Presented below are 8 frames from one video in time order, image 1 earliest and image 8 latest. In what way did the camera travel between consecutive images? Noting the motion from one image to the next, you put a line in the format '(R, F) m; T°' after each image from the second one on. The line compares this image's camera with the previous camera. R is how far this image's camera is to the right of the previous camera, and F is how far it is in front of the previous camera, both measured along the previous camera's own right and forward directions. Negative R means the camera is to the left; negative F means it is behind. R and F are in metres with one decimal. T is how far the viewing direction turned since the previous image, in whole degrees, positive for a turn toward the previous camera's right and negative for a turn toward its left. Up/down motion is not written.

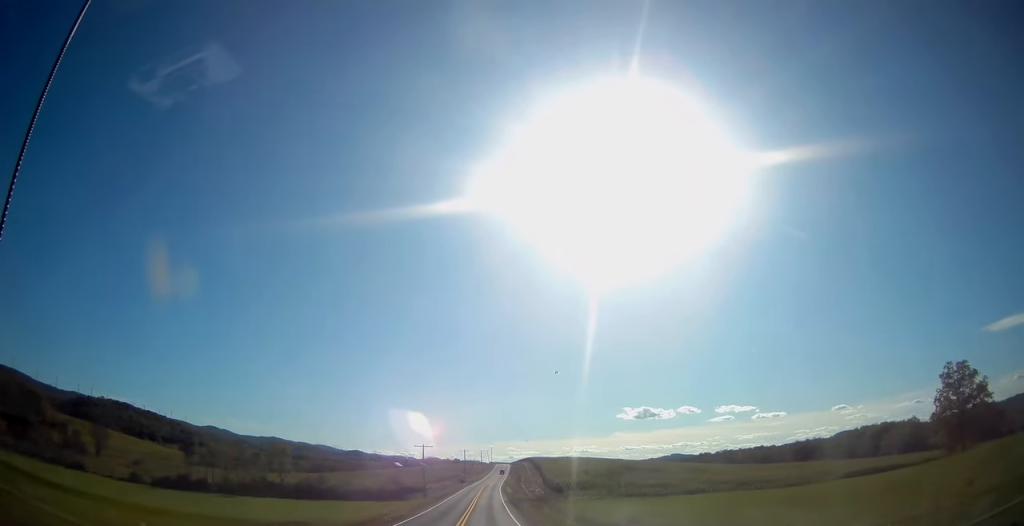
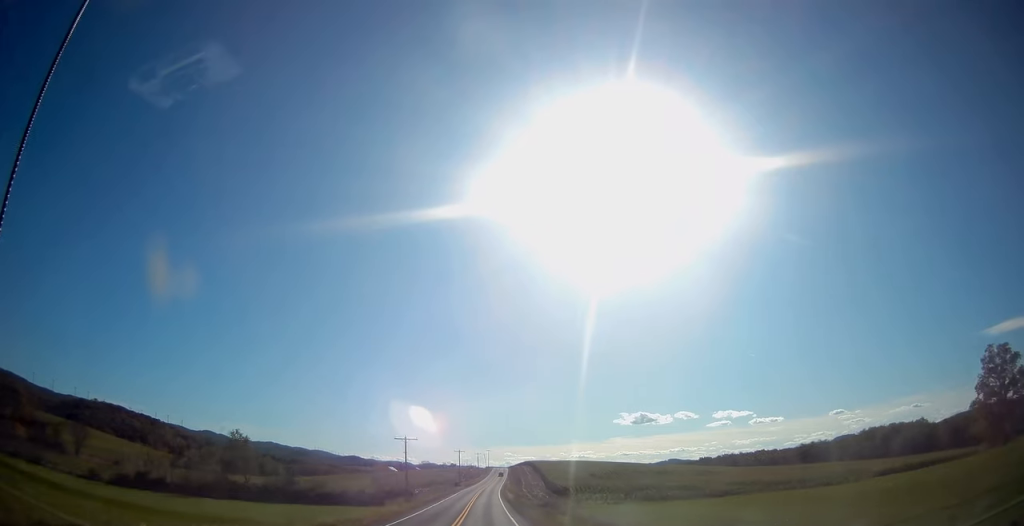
(0.0, +13.9) m; 0°
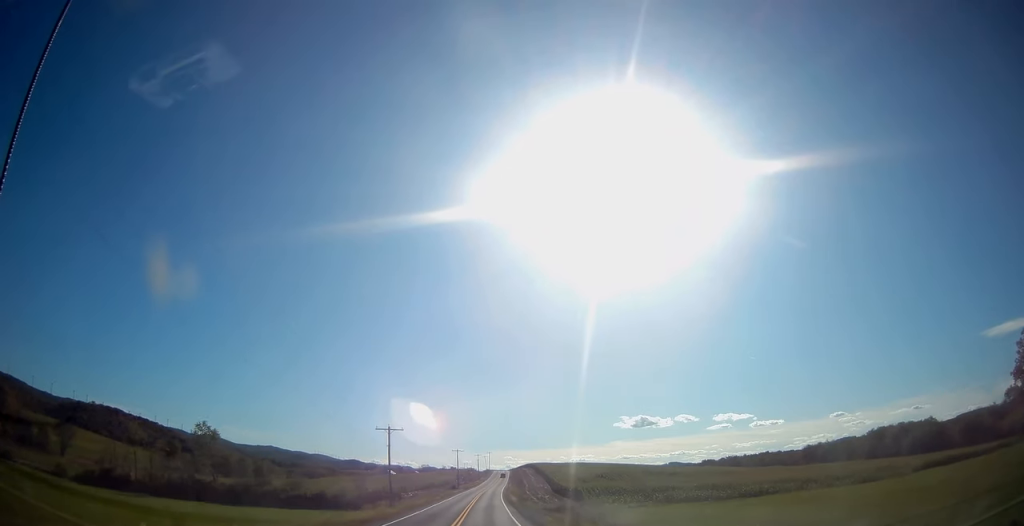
(0.0, +10.7) m; 0°
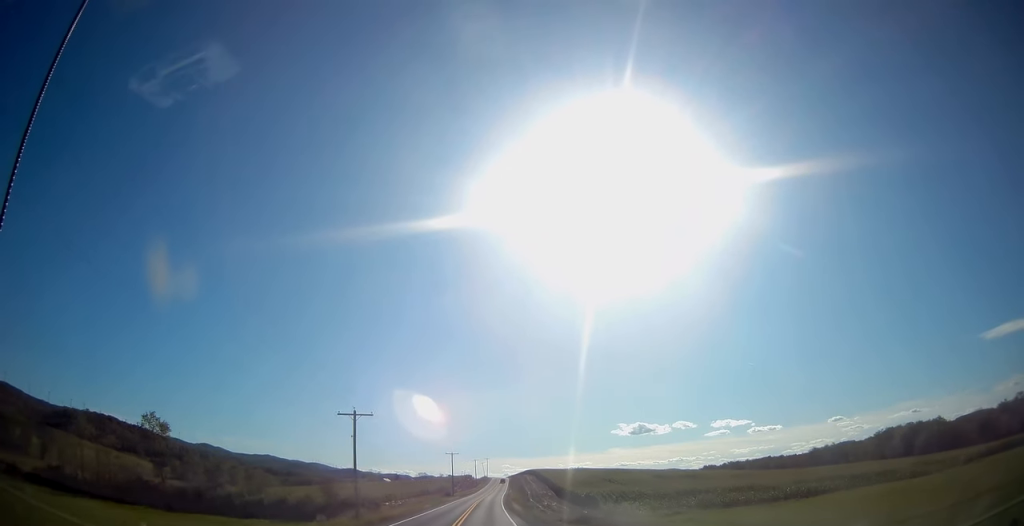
(0.0, +12.4) m; 0°
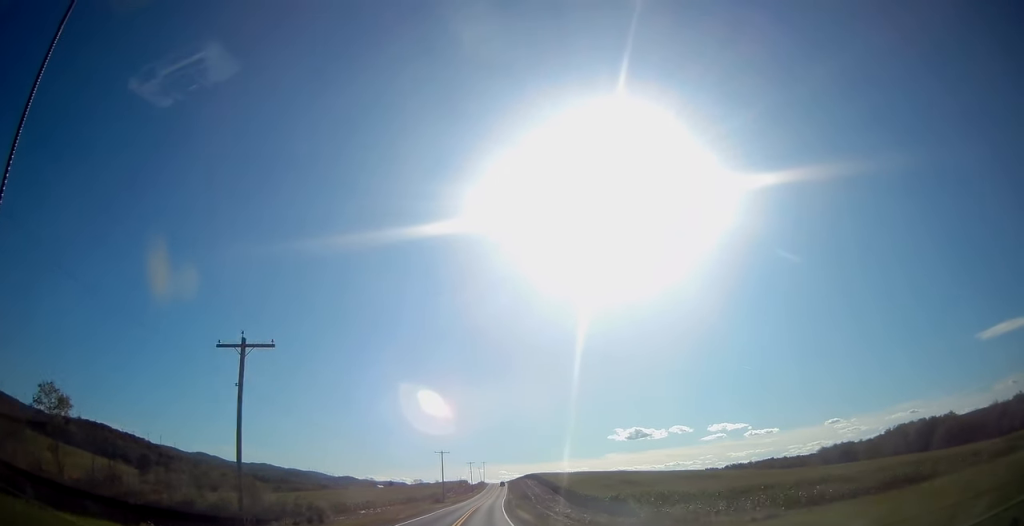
(-0.1, +17.5) m; 0°
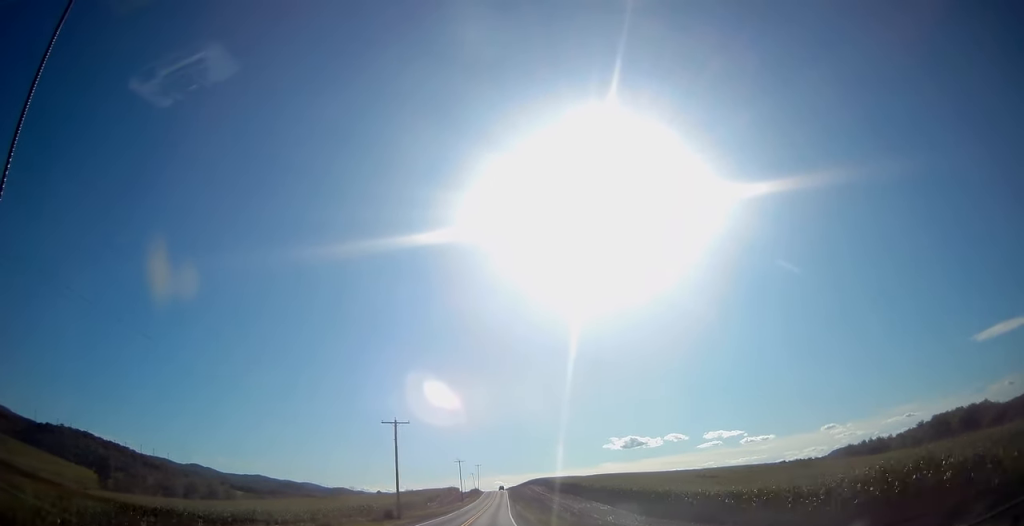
(+0.8, +44.3) m; +1°
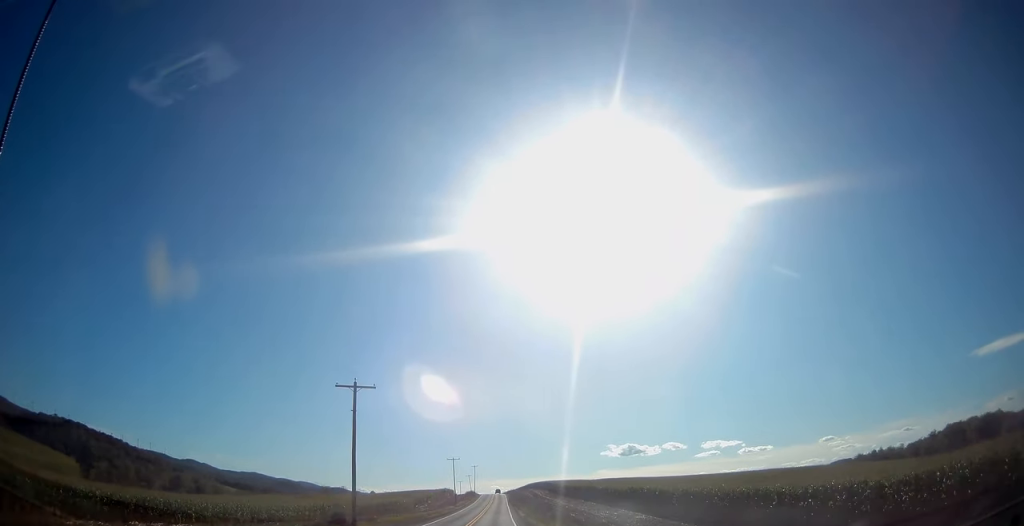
(0.0, +15.5) m; 0°
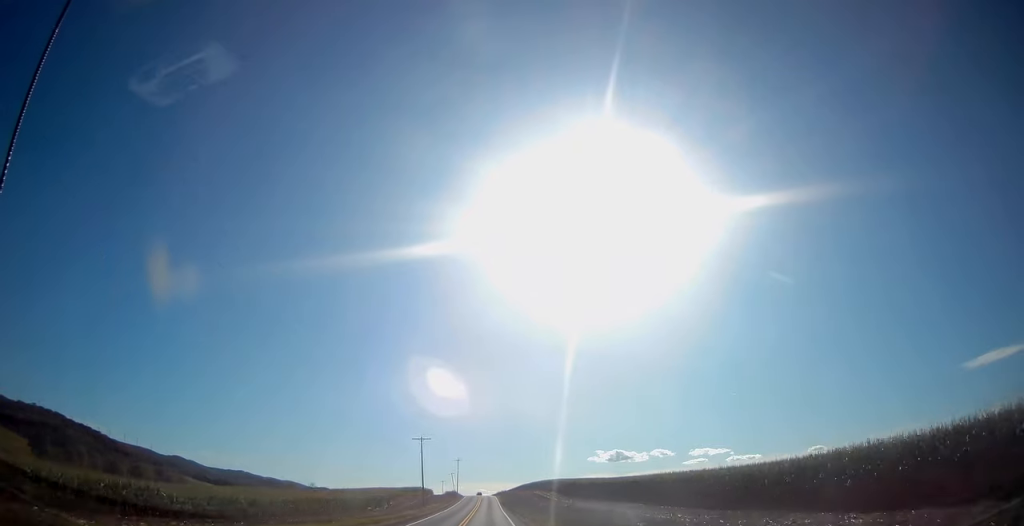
(-0.2, +37.1) m; 0°
